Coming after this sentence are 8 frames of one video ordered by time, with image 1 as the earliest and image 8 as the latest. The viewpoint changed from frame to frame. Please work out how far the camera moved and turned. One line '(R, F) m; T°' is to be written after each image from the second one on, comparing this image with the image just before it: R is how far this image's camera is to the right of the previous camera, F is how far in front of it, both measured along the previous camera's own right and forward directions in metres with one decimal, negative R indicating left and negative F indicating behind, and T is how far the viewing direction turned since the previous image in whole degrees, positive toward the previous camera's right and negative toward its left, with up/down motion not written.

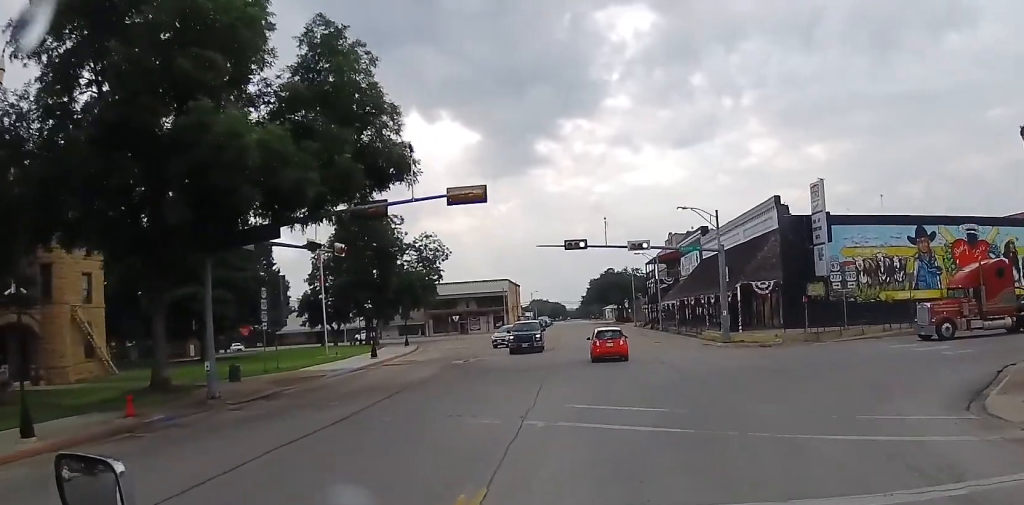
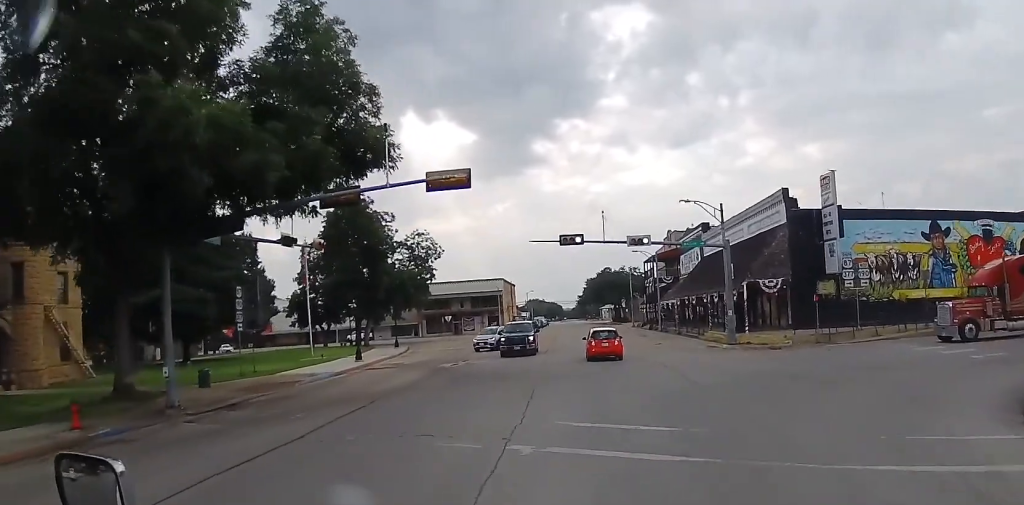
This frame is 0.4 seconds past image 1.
(0.0, +2.6) m; 0°
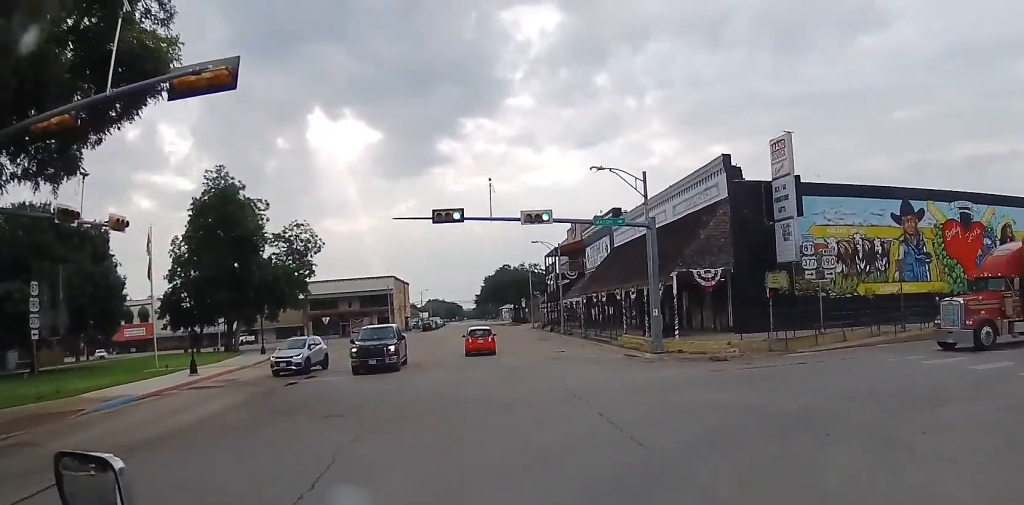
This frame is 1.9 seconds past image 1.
(+0.1, +9.6) m; +12°
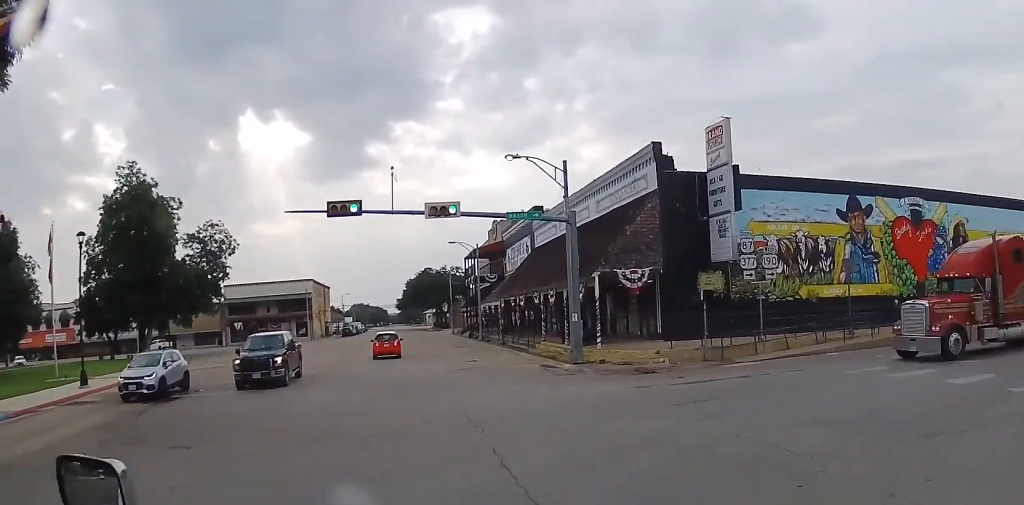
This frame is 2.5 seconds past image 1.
(+0.6, +3.5) m; +10°
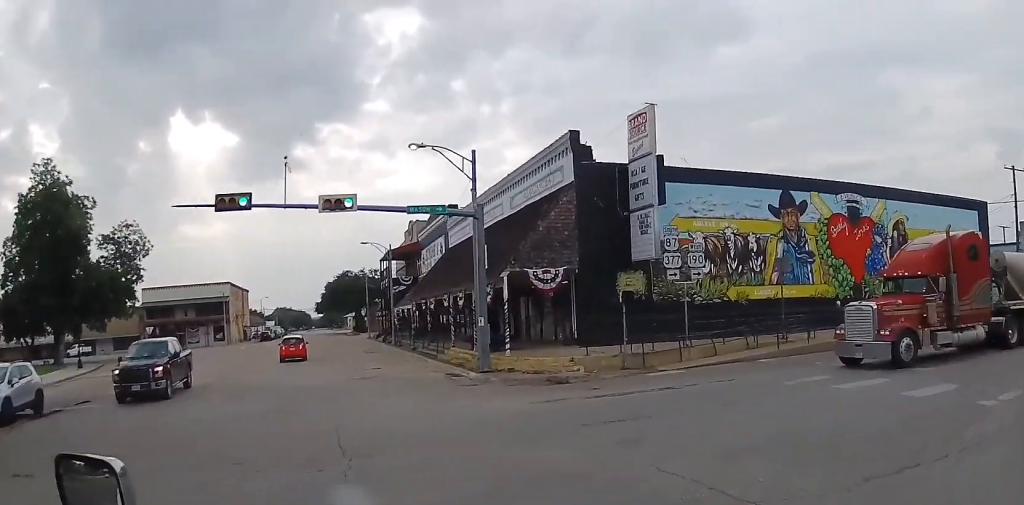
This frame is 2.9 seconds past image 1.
(+0.1, +2.7) m; +7°
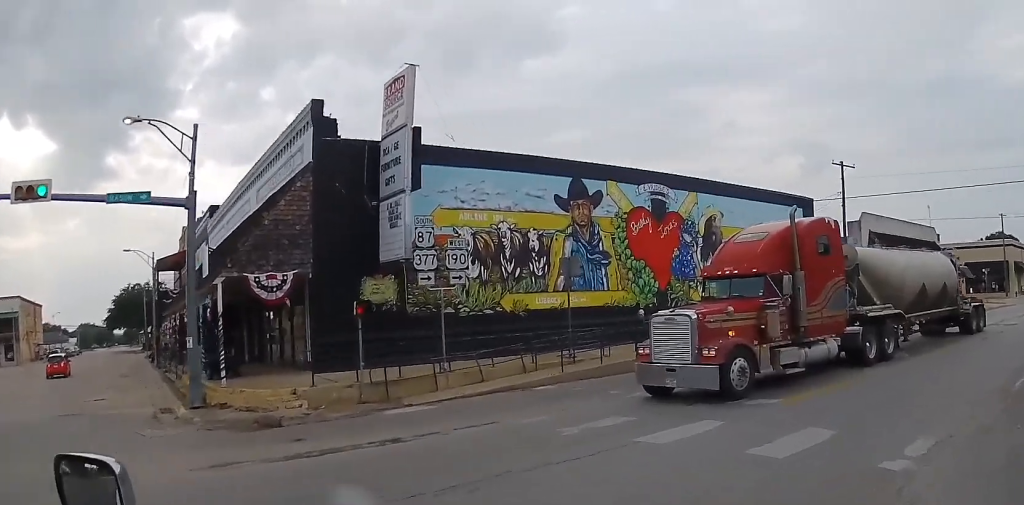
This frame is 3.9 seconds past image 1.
(+0.7, +6.0) m; +11°
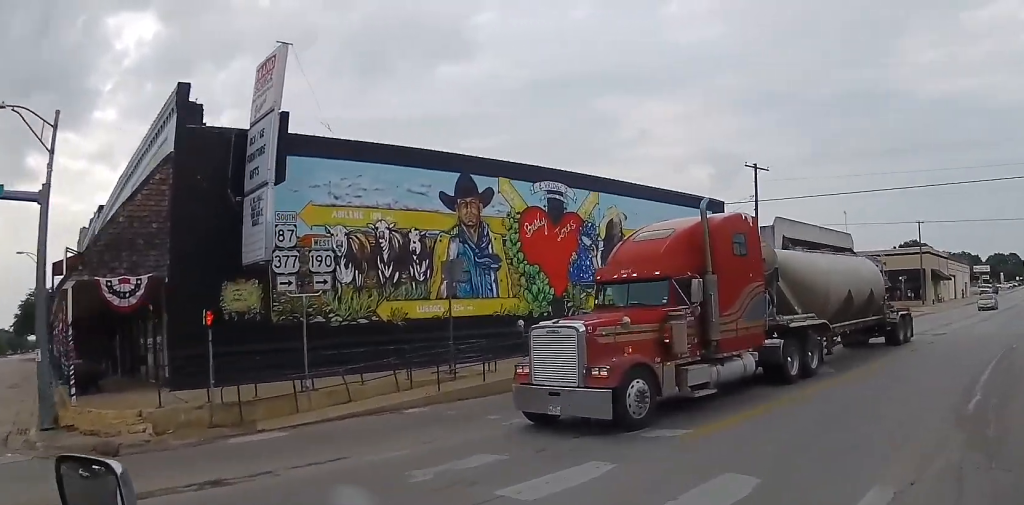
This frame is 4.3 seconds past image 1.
(+0.1, +2.6) m; +8°
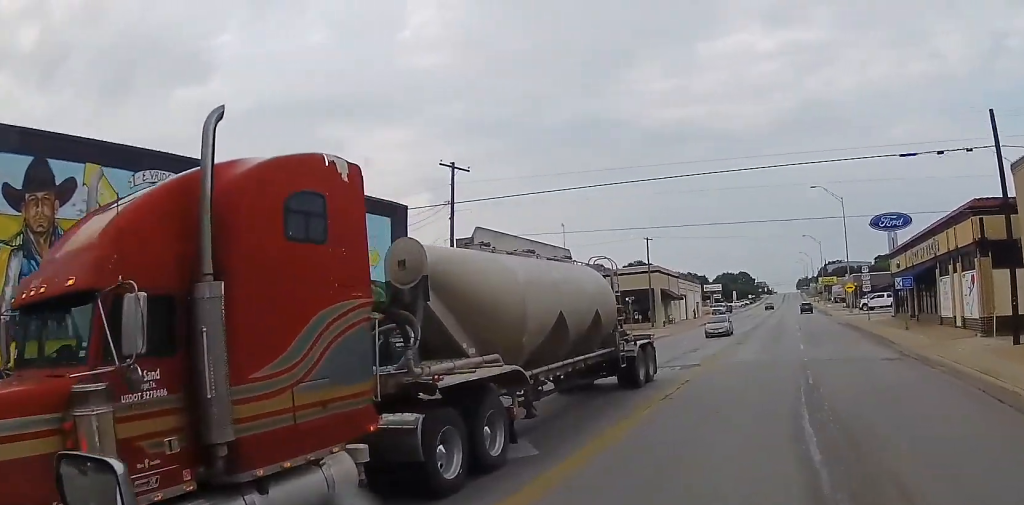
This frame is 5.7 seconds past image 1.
(+1.7, +7.6) m; +25°
